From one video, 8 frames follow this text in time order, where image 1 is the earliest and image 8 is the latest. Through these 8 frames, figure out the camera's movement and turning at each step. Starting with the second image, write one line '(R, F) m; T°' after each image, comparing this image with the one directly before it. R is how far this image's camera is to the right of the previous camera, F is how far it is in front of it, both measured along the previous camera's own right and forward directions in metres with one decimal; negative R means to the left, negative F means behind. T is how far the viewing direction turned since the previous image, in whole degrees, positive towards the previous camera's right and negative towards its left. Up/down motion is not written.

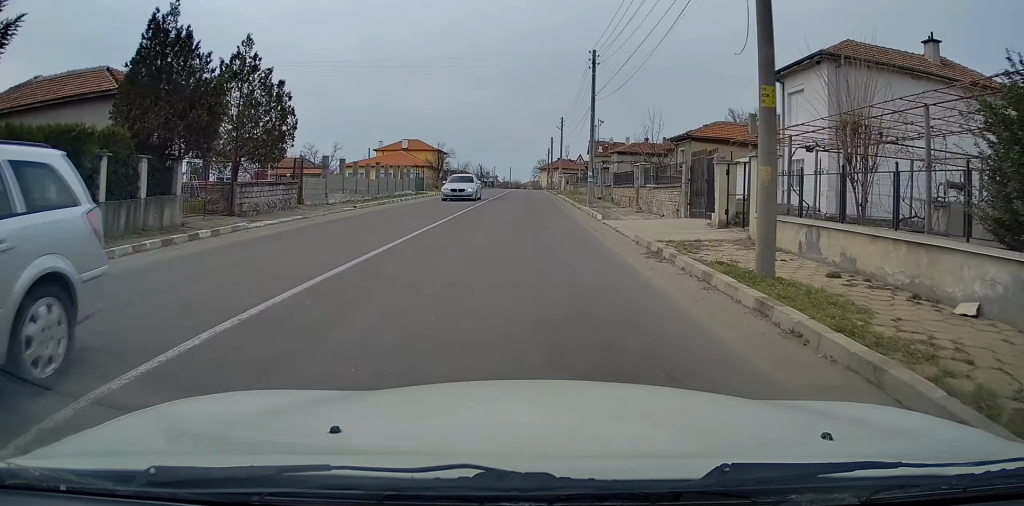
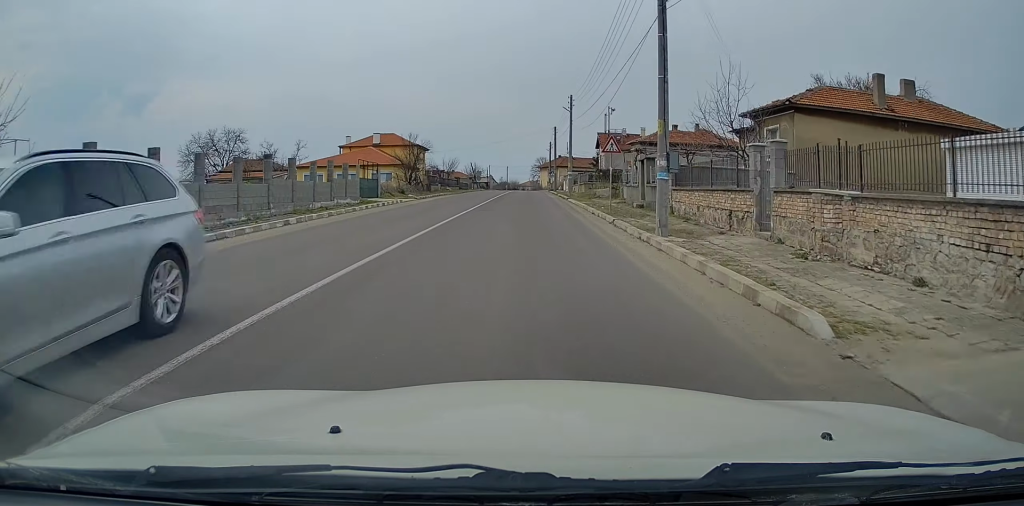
(-0.4, +17.2) m; -1°
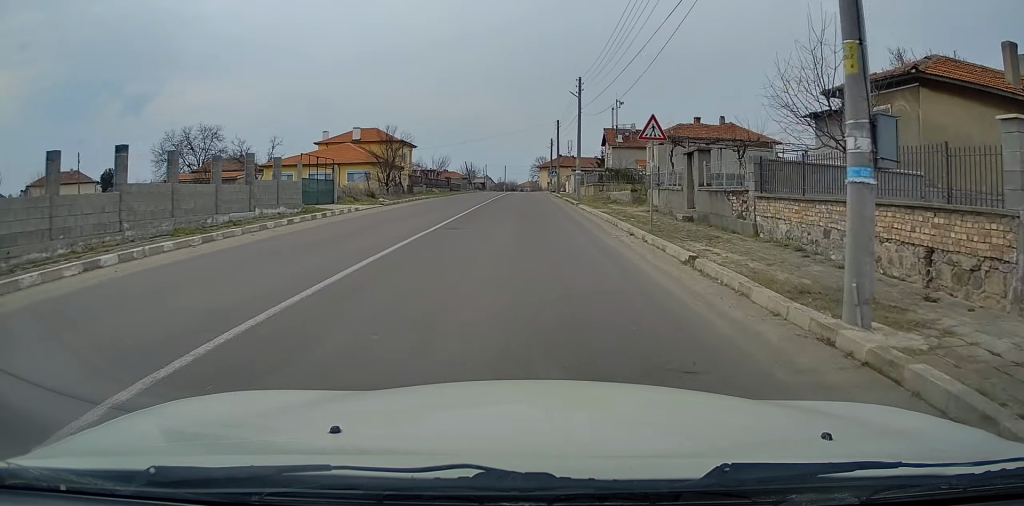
(-0.1, +9.1) m; 0°
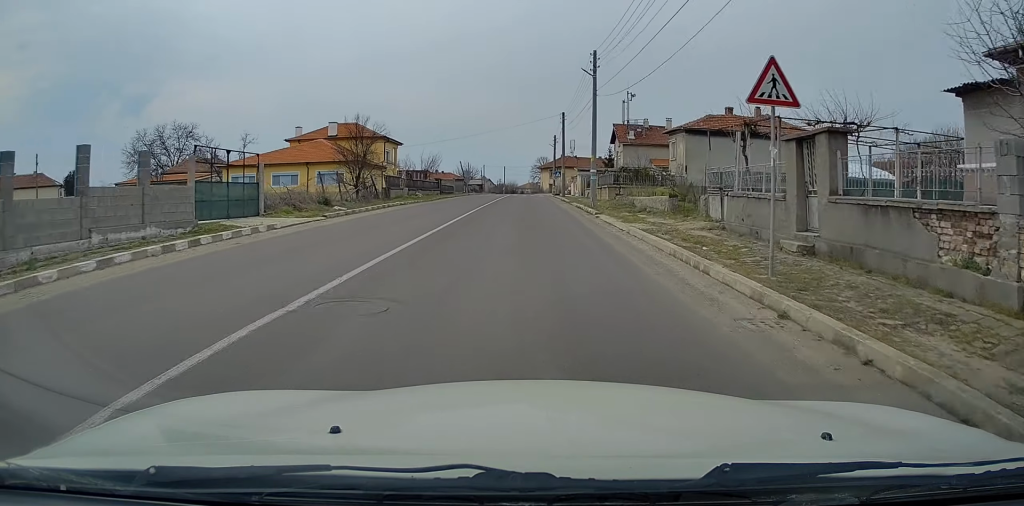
(+0.2, +9.1) m; +1°
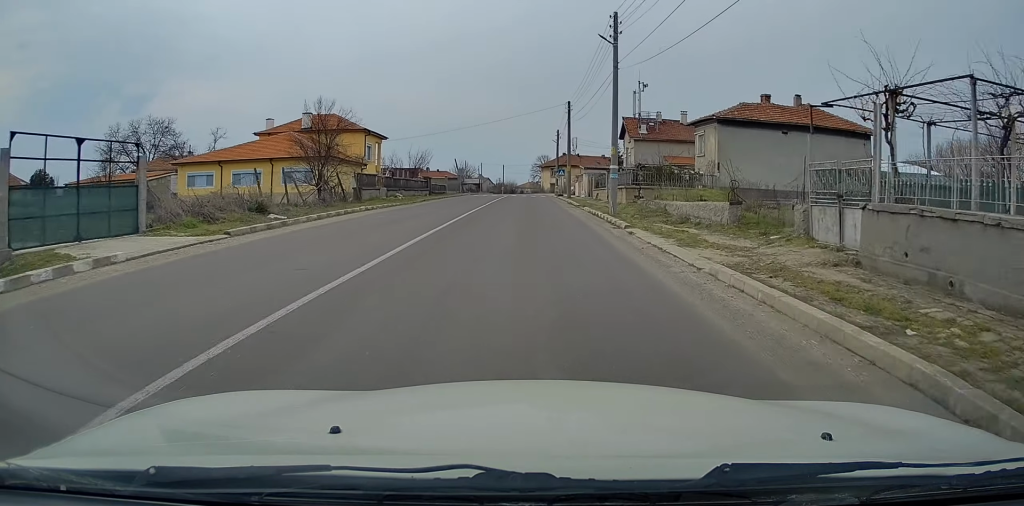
(0.0, +7.5) m; +1°
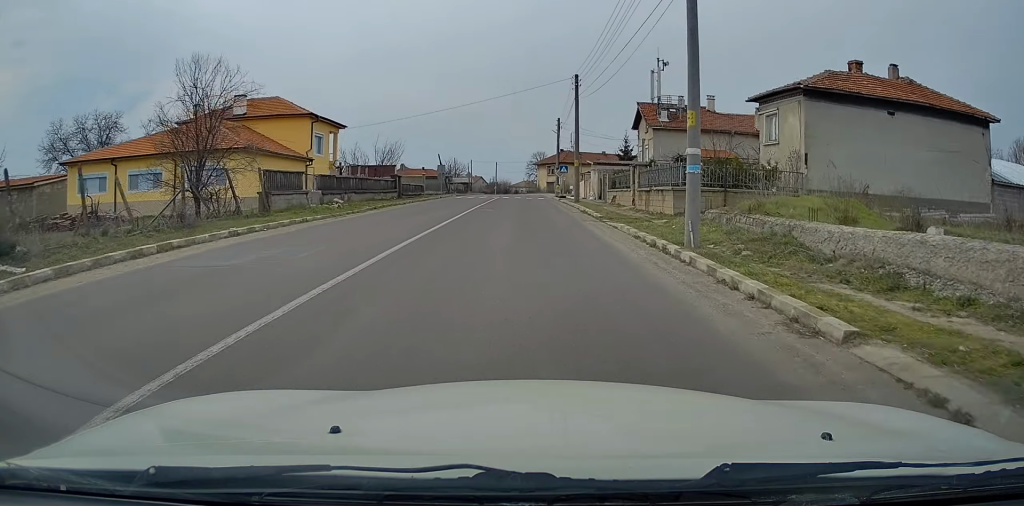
(-0.1, +12.5) m; +1°
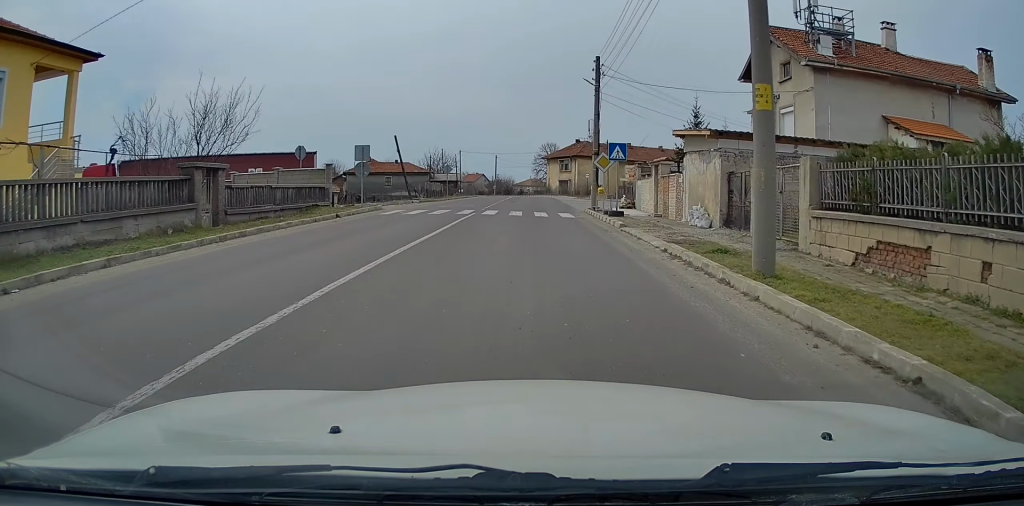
(-0.1, +29.8) m; -1°
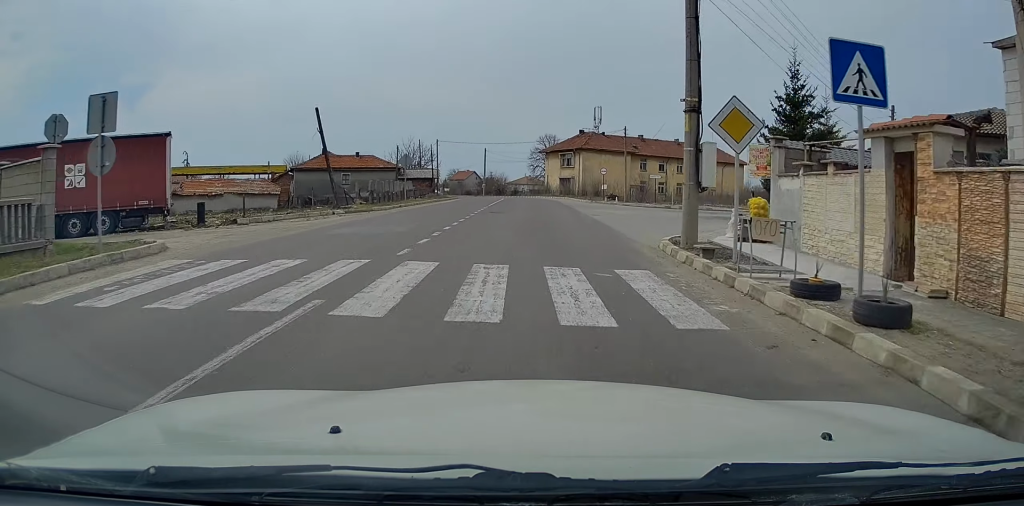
(+0.2, +18.5) m; +1°
